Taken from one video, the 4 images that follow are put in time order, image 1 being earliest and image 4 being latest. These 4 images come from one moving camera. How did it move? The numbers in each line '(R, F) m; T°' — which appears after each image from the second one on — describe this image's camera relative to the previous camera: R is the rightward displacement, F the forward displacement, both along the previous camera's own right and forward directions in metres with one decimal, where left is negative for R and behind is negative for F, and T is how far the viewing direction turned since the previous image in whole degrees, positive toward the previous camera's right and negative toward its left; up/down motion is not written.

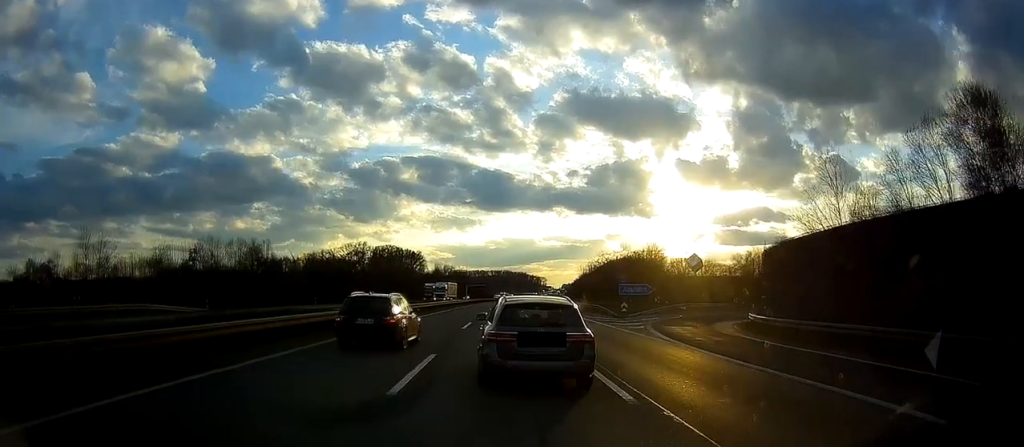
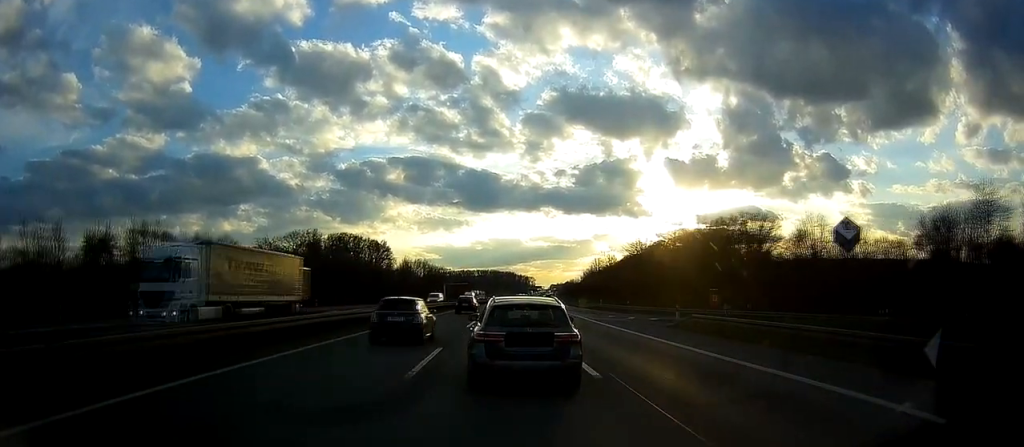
(+1.2, +52.4) m; +3°
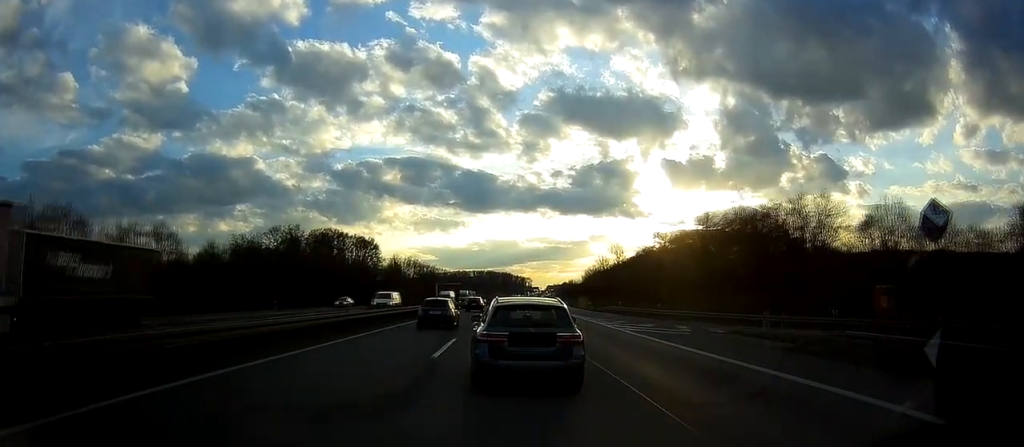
(0.0, +13.9) m; 0°
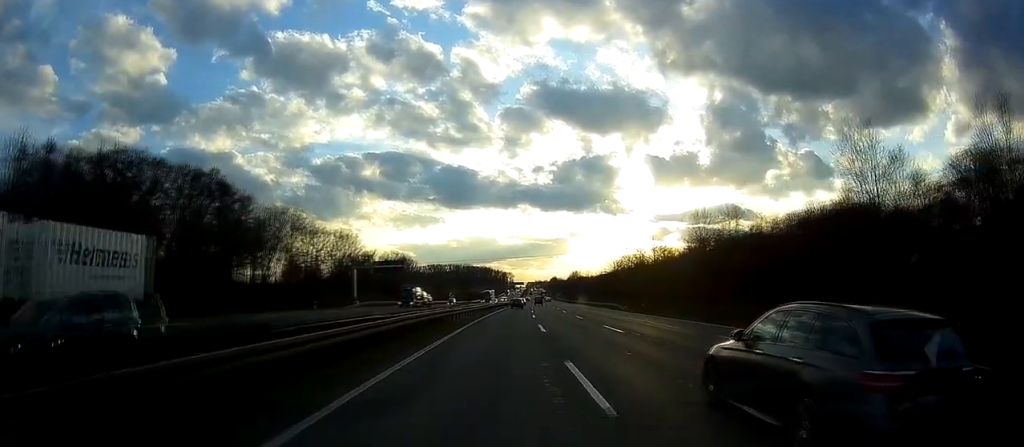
(-0.3, +93.3) m; +1°
